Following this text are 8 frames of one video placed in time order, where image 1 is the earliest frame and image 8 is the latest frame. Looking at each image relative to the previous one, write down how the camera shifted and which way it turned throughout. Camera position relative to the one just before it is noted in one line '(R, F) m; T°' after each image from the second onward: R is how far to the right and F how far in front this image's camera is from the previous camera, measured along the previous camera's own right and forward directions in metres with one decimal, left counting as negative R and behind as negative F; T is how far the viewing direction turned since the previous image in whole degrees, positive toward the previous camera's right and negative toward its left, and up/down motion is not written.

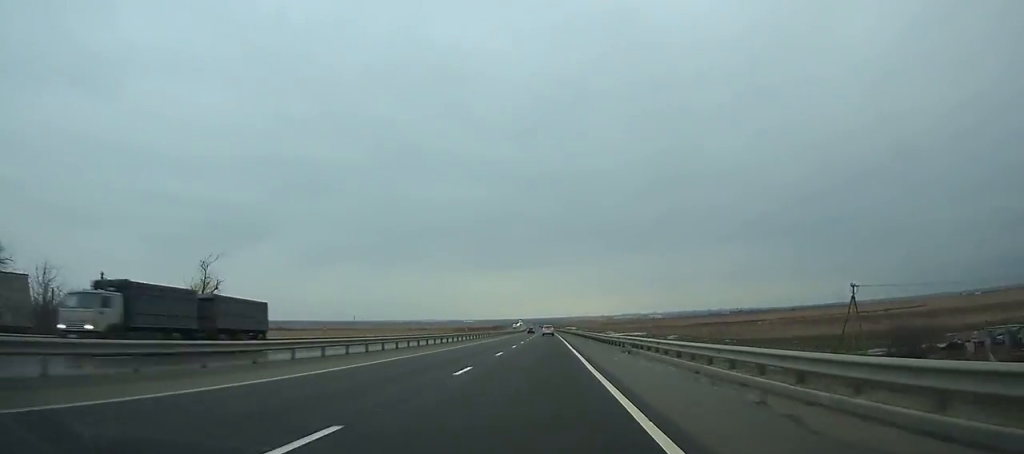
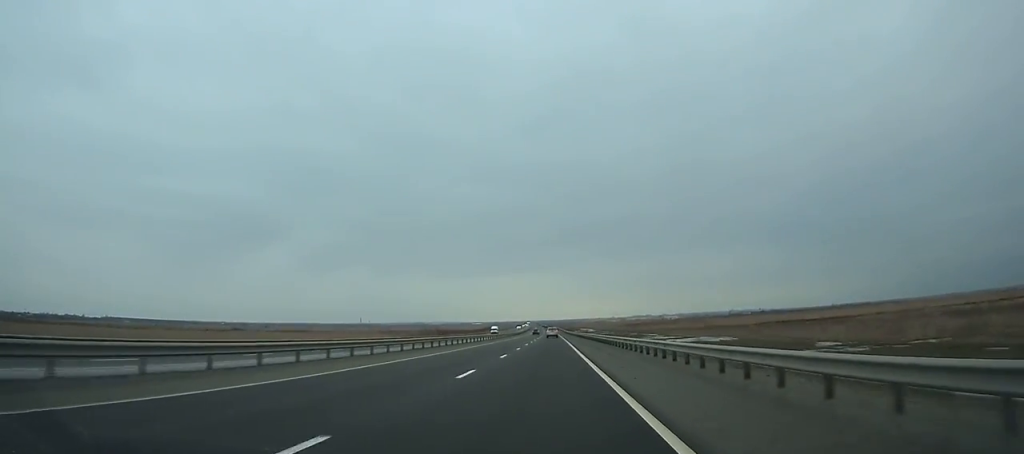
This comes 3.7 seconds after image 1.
(-0.8, +106.3) m; -1°
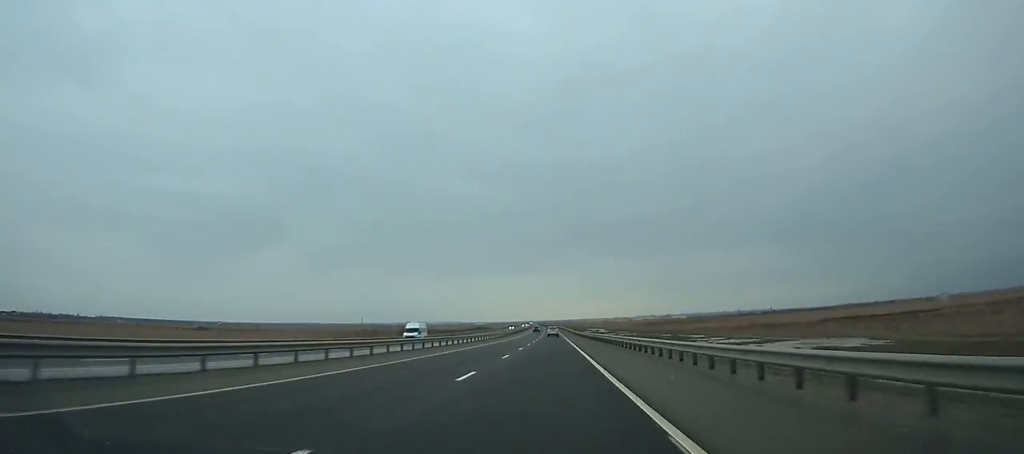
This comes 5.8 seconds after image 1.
(-0.2, +60.2) m; 0°
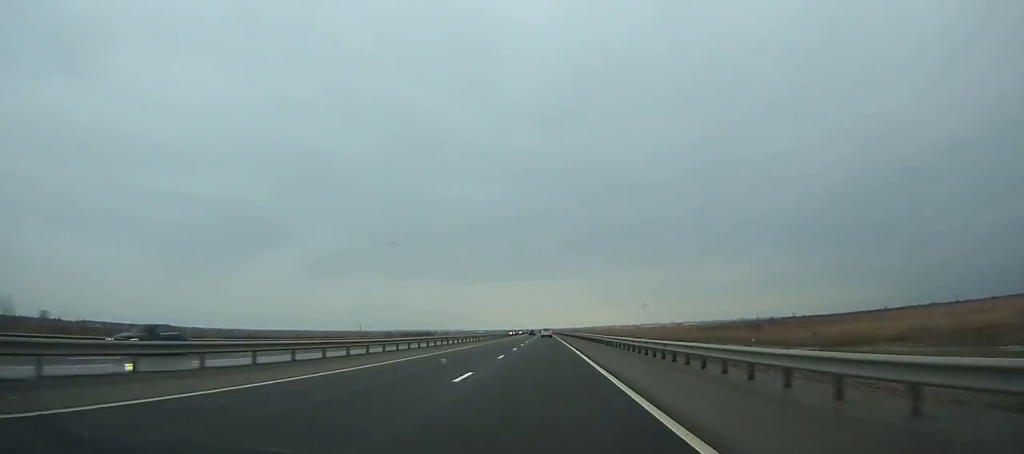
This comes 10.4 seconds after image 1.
(-0.6, +131.5) m; -1°
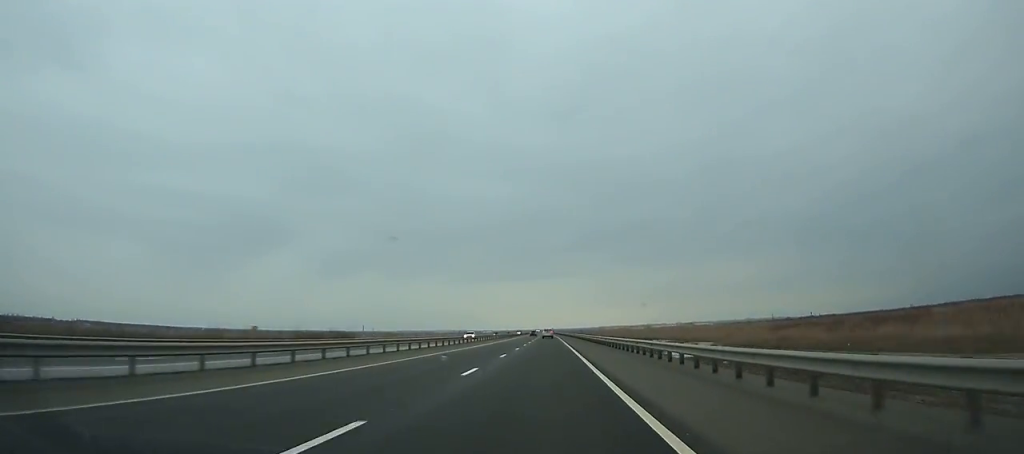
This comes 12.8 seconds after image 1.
(-0.3, +68.5) m; 0°
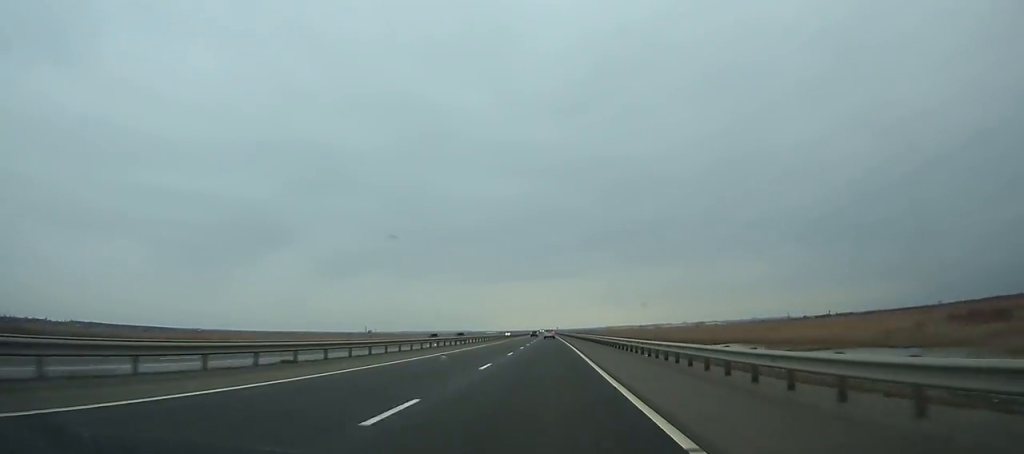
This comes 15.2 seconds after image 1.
(-0.3, +68.6) m; 0°
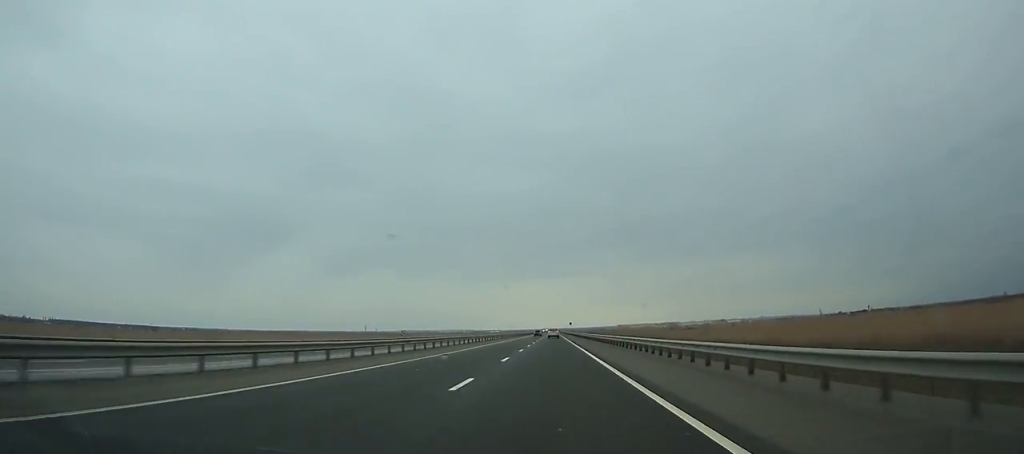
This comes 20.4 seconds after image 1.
(-1.2, +148.8) m; -1°
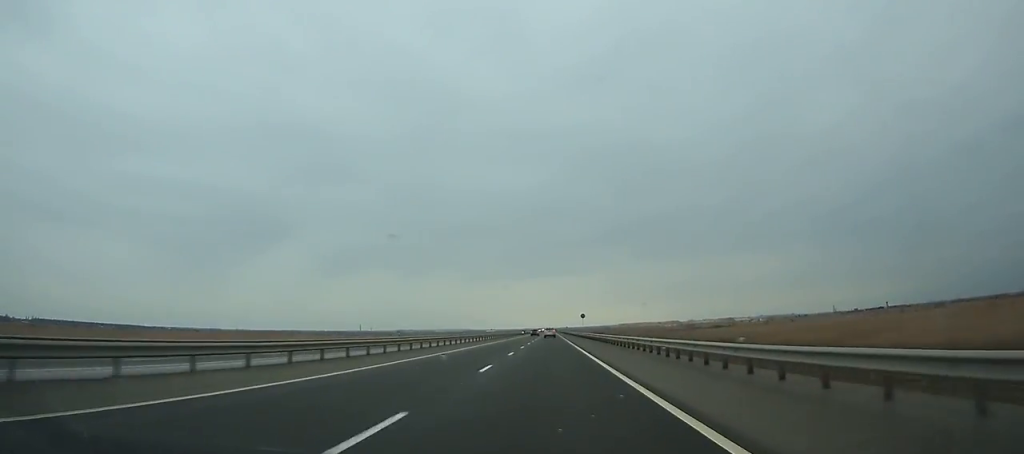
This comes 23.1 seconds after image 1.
(0.0, +77.4) m; 0°
